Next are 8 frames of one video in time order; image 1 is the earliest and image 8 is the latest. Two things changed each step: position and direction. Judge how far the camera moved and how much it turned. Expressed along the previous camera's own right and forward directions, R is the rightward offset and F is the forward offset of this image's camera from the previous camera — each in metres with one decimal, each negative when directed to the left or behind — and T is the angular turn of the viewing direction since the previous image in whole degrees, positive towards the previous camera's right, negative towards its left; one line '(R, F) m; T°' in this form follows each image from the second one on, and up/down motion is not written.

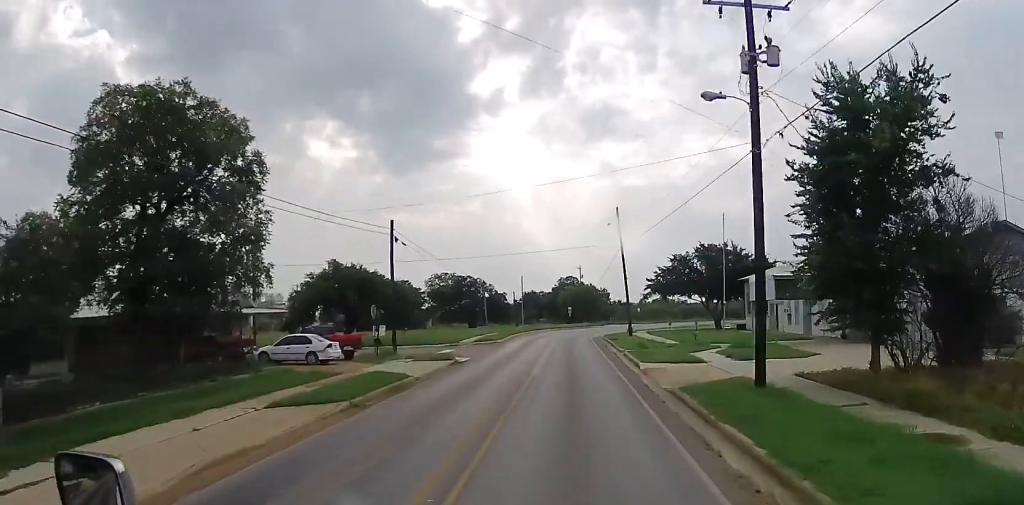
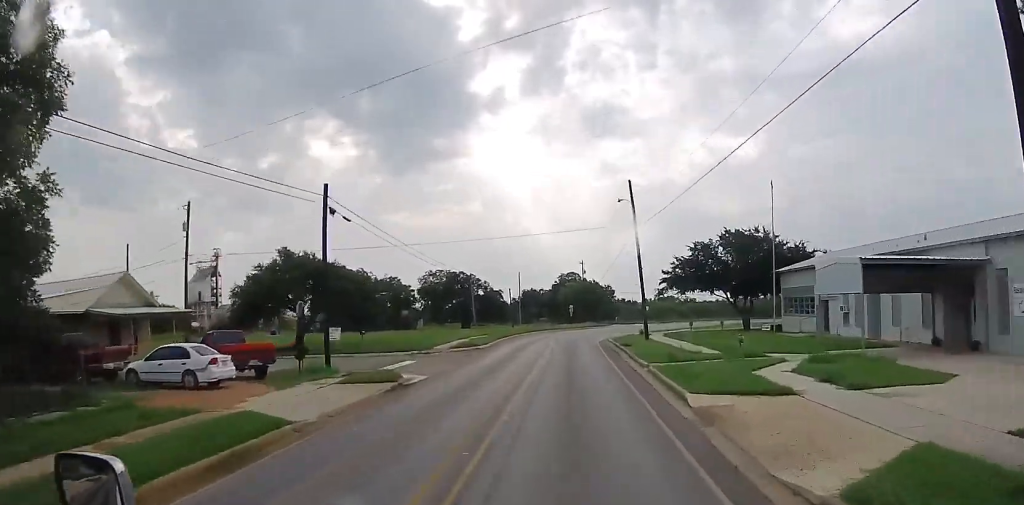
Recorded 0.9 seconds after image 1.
(+0.2, +11.1) m; +1°
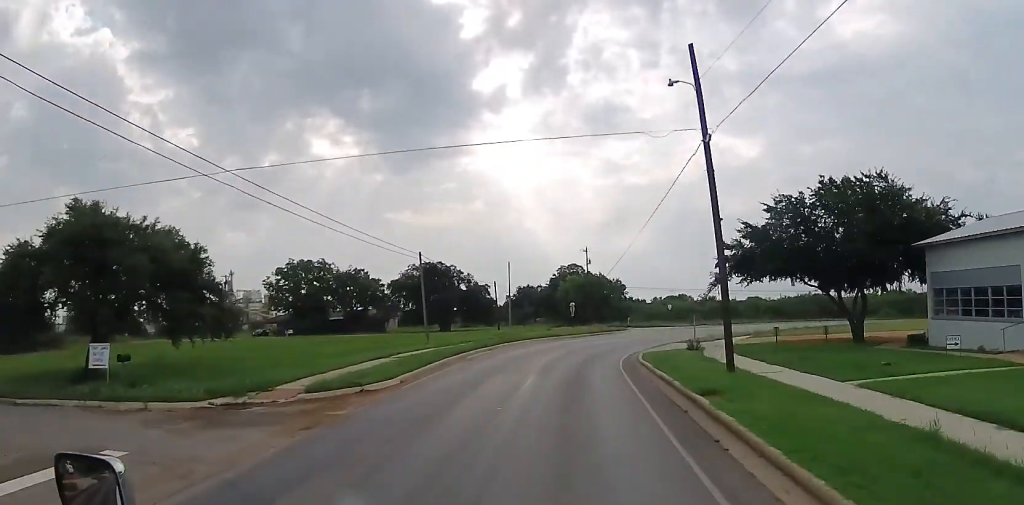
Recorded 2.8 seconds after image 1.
(-0.5, +23.8) m; -4°
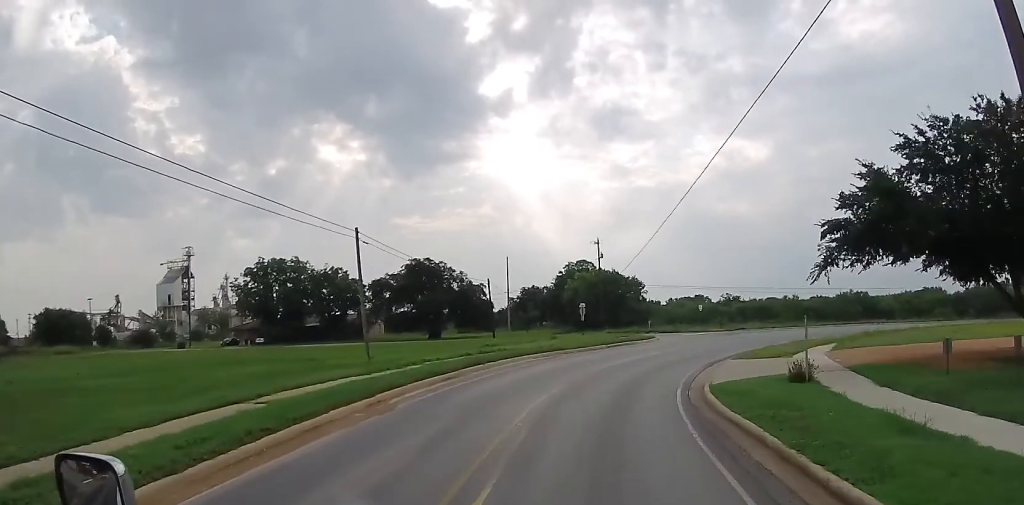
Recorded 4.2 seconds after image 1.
(-0.4, +15.5) m; -4°
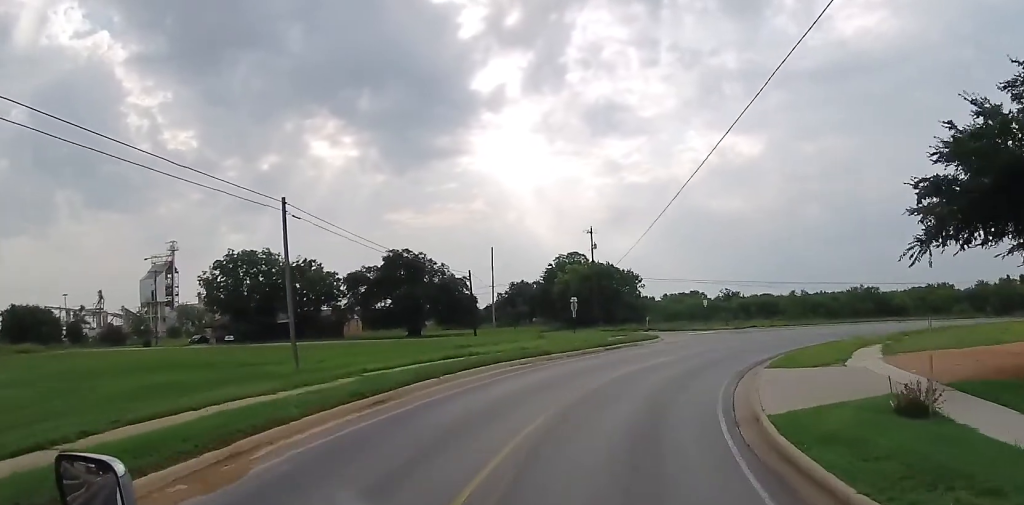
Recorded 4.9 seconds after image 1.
(-0.3, +7.3) m; +2°
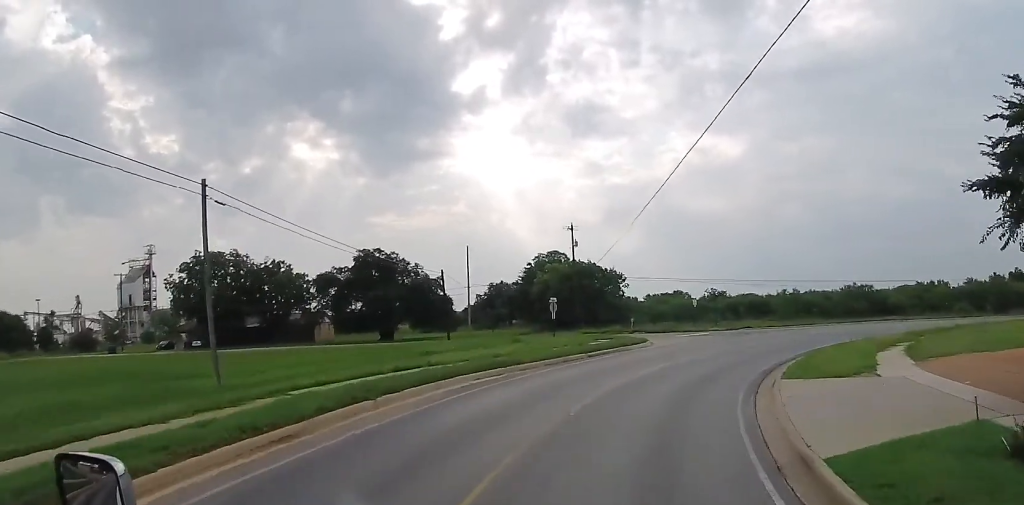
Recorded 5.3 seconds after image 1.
(-0.3, +4.4) m; +1°
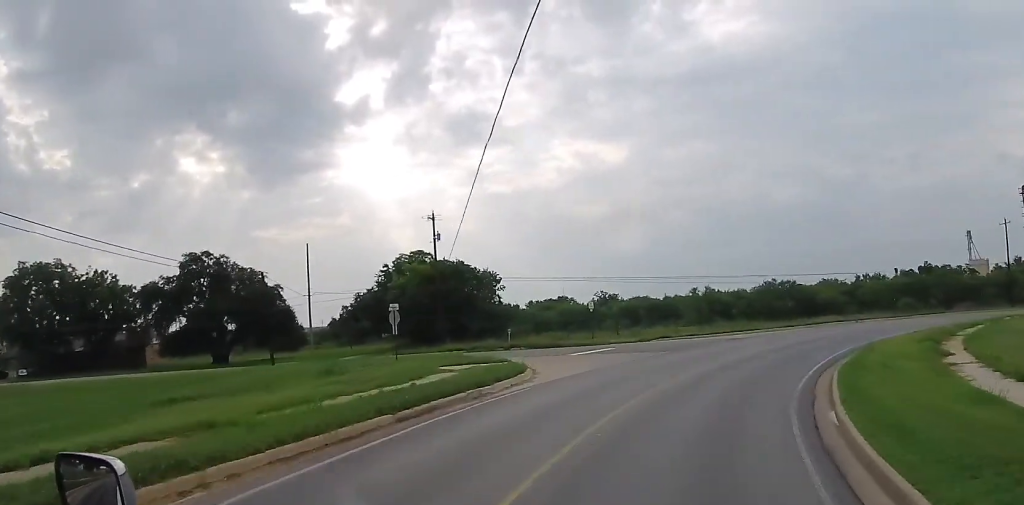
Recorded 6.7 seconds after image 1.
(+1.6, +15.1) m; +8°
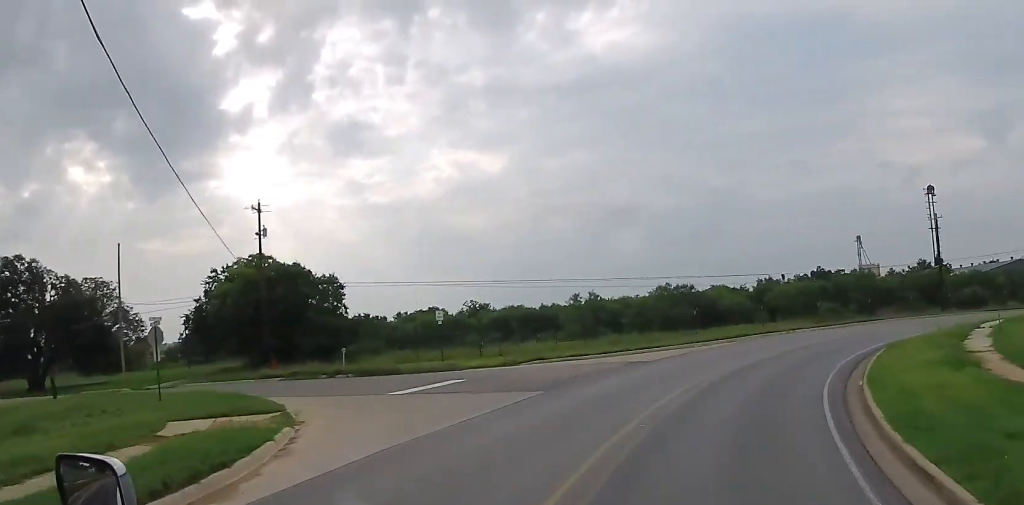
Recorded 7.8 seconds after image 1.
(+0.6, +12.1) m; +10°
